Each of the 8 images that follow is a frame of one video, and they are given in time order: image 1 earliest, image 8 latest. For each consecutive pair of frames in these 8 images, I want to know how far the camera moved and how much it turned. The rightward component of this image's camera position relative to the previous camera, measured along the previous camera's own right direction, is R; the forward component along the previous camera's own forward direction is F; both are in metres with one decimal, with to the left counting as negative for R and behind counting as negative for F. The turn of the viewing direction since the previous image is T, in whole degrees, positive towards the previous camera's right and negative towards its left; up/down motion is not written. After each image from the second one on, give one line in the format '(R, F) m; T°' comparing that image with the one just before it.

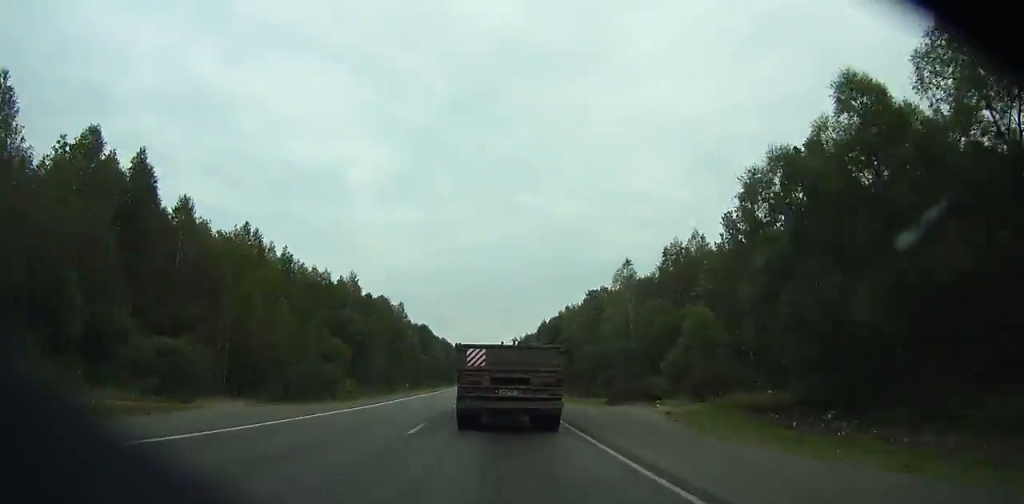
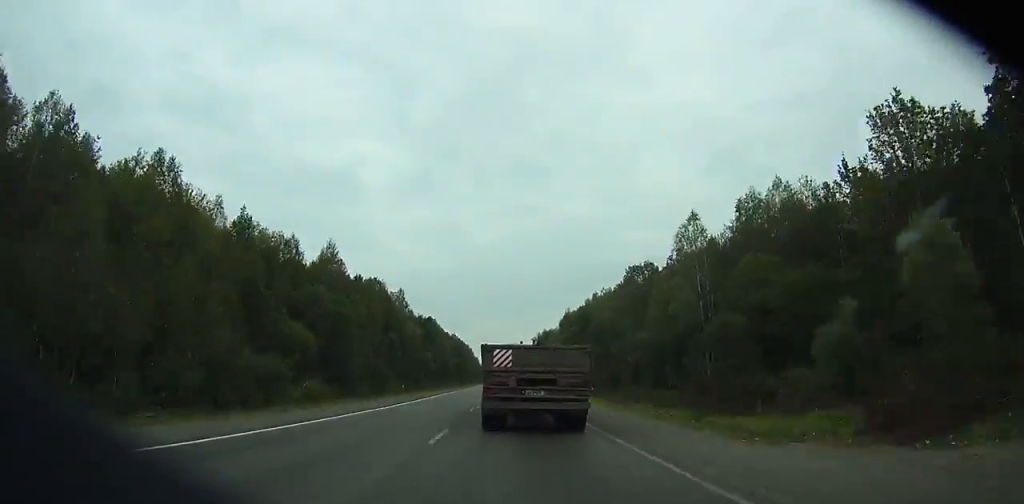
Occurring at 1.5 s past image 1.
(-0.2, +25.2) m; 0°
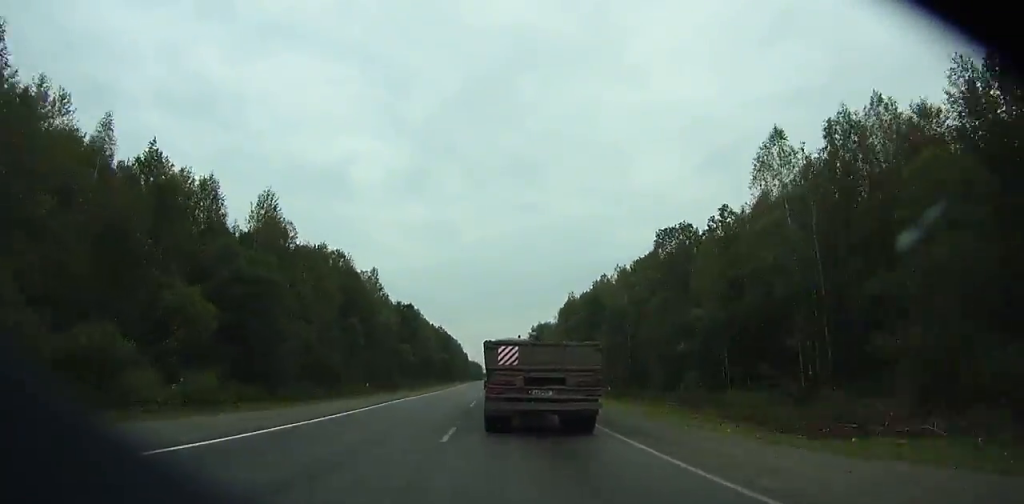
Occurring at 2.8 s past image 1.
(-0.2, +21.9) m; 0°
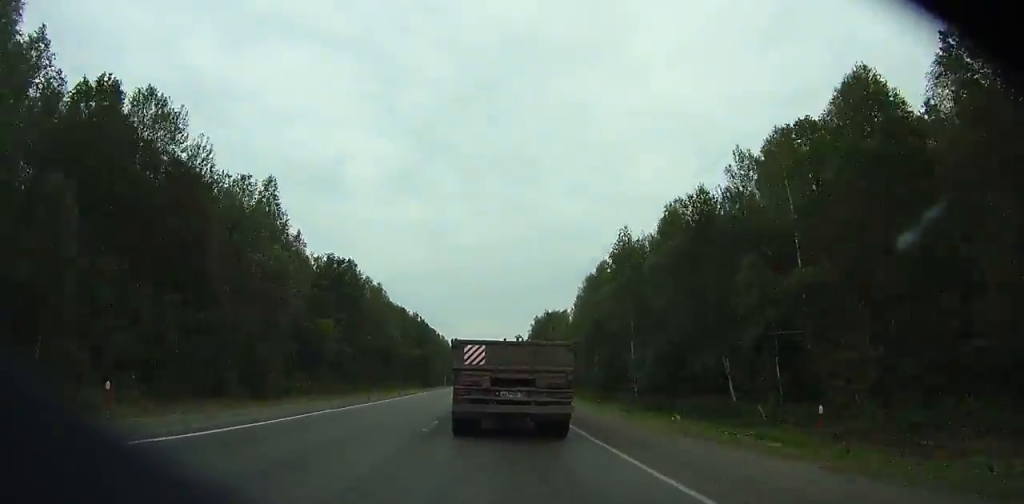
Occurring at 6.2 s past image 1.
(+0.4, +56.9) m; +1°
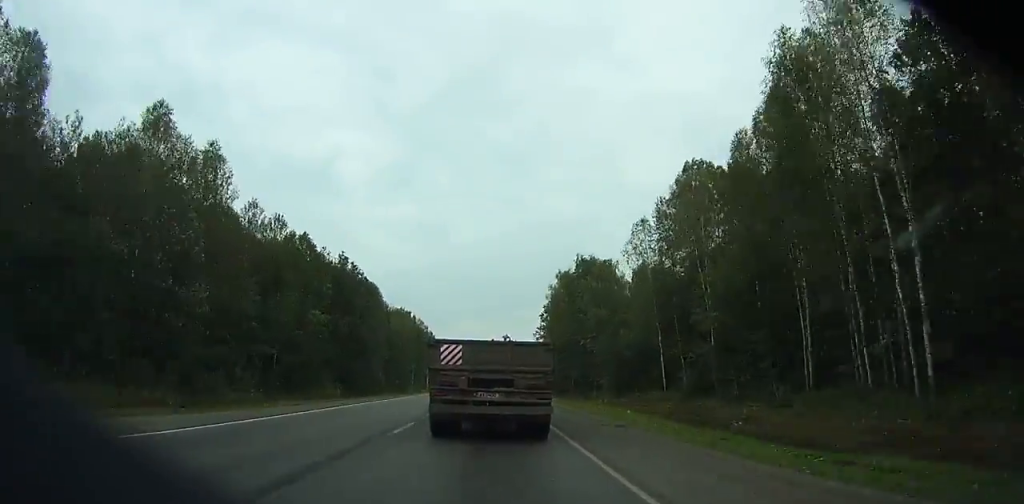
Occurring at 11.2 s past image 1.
(+0.1, +83.8) m; 0°
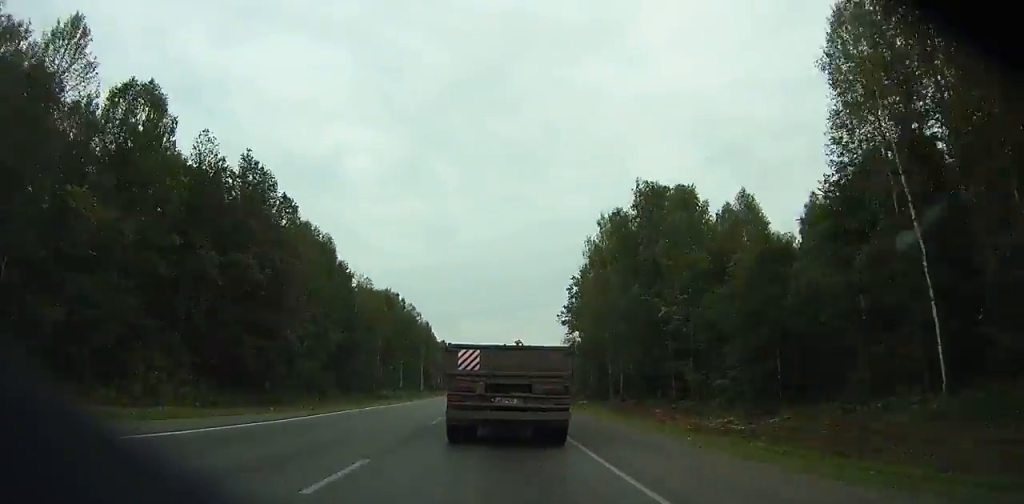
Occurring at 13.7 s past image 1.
(-0.2, +42.1) m; 0°
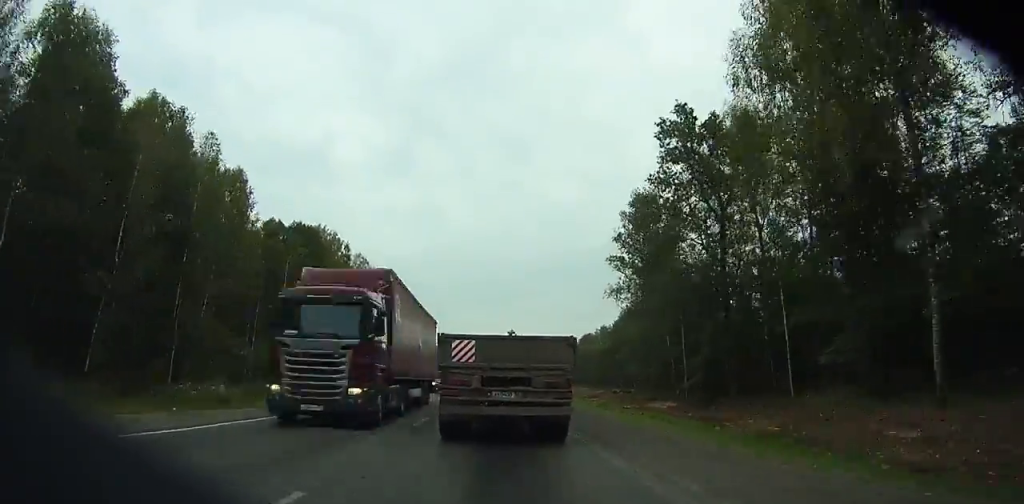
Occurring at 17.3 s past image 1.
(0.0, +61.0) m; 0°
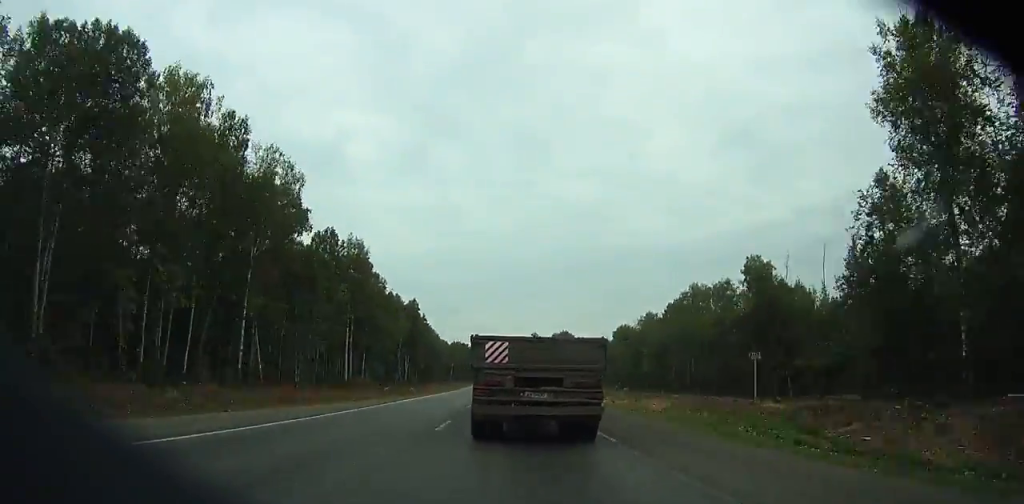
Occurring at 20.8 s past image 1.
(-0.1, +59.6) m; 0°
